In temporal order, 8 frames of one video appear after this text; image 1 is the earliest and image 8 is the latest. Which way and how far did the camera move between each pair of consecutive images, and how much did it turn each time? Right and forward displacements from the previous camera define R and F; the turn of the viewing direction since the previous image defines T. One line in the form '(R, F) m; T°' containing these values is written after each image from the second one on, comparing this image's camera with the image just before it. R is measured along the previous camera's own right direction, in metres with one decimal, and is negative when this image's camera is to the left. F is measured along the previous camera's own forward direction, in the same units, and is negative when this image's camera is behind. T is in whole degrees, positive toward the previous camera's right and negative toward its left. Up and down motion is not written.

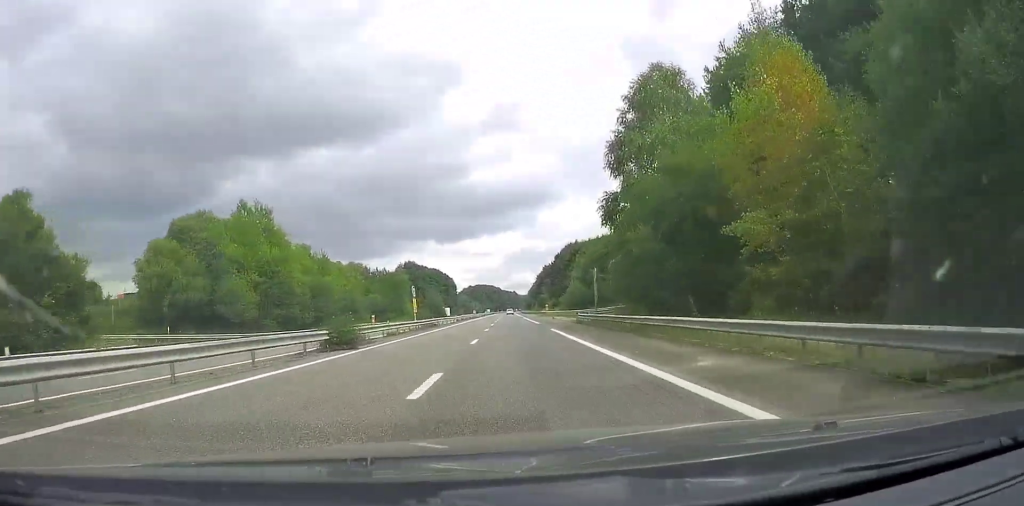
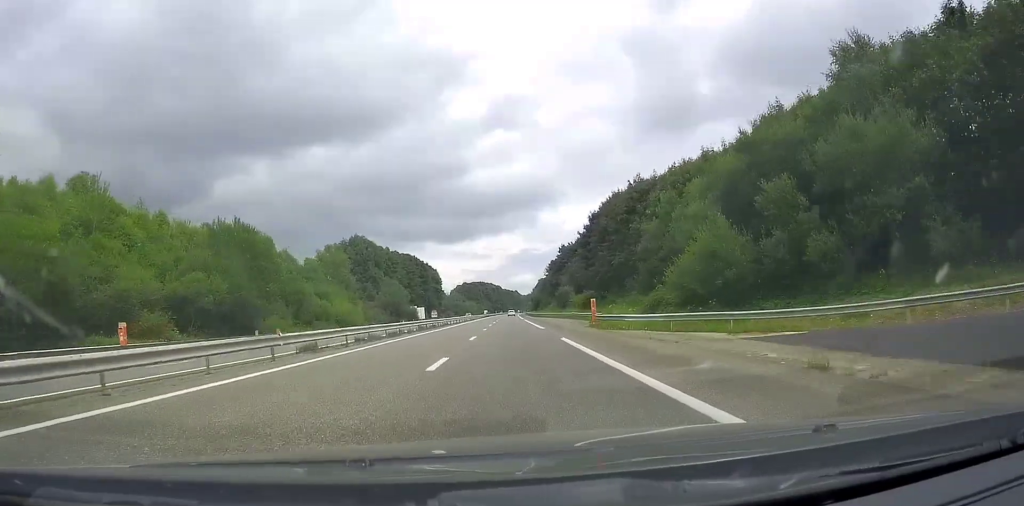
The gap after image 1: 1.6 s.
(-0.4, +61.9) m; 0°
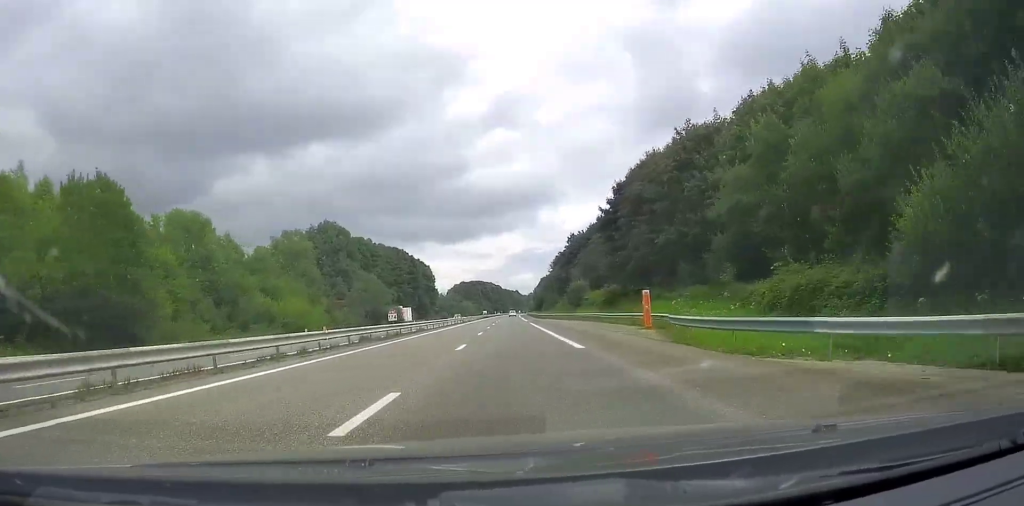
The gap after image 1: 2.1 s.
(+0.2, +19.6) m; 0°
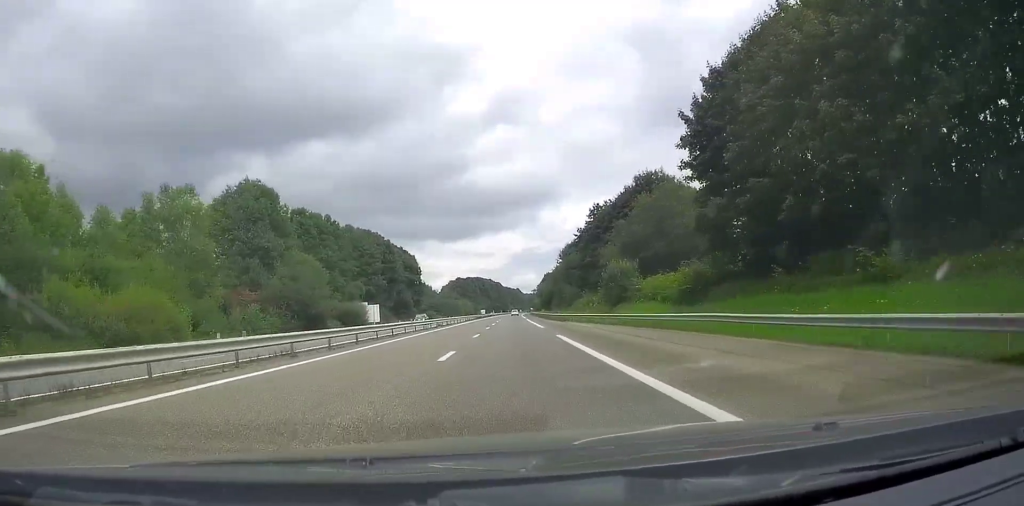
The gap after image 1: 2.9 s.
(+0.1, +30.8) m; 0°
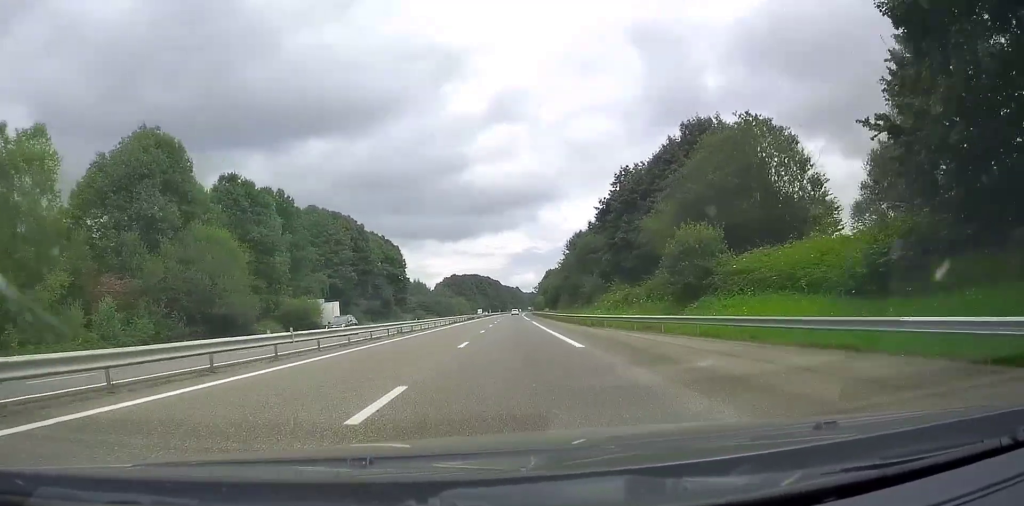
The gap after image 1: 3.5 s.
(0.0, +21.3) m; 0°
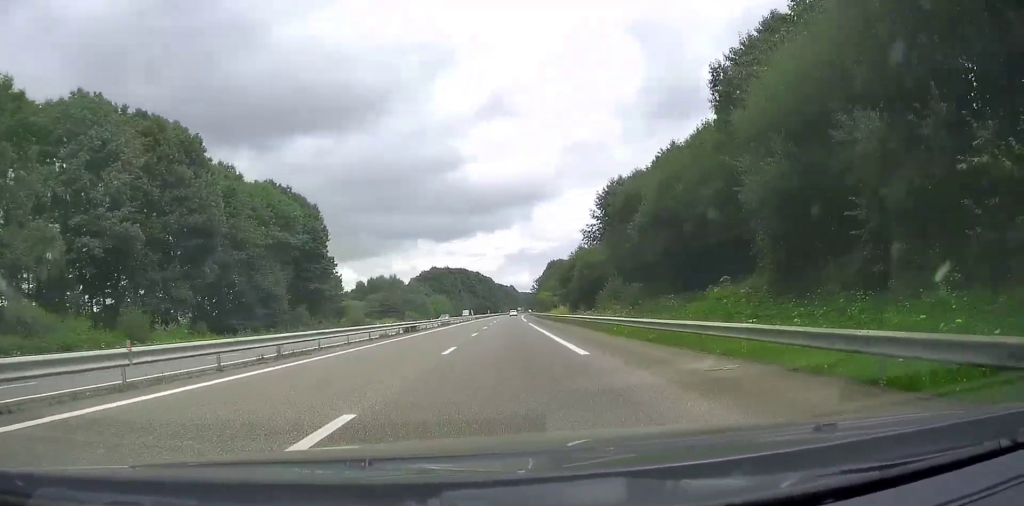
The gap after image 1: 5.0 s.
(0.0, +55.1) m; 0°
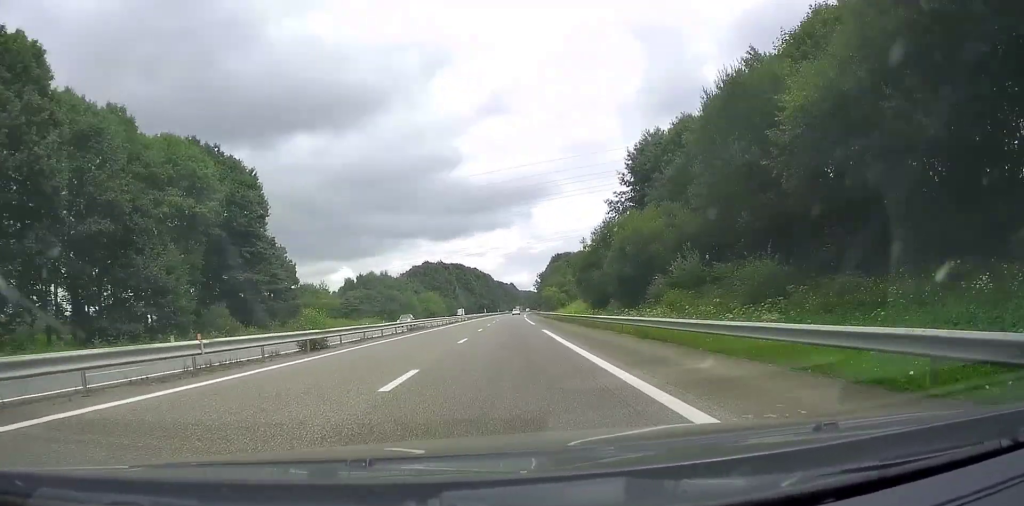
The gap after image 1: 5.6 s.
(0.0, +21.2) m; 0°
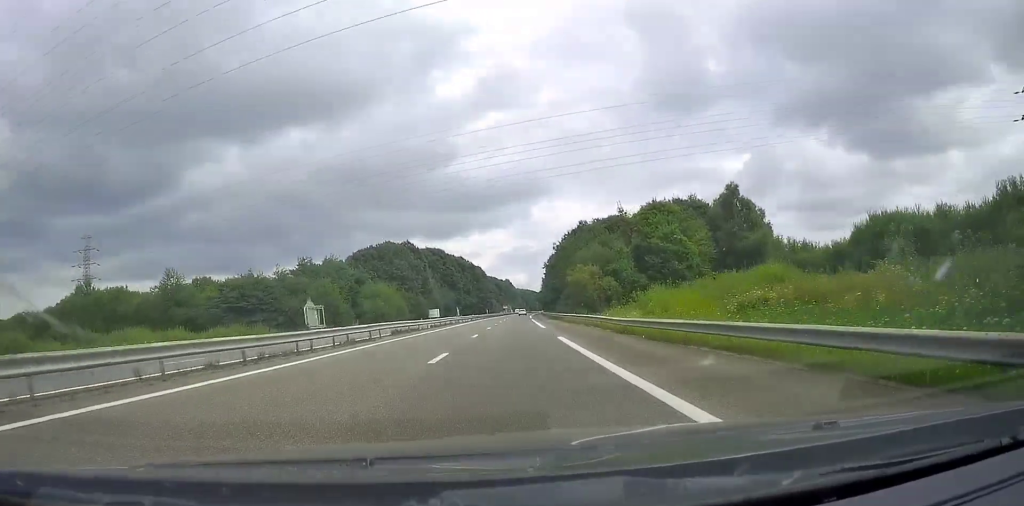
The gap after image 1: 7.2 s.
(0.0, +61.4) m; +1°
